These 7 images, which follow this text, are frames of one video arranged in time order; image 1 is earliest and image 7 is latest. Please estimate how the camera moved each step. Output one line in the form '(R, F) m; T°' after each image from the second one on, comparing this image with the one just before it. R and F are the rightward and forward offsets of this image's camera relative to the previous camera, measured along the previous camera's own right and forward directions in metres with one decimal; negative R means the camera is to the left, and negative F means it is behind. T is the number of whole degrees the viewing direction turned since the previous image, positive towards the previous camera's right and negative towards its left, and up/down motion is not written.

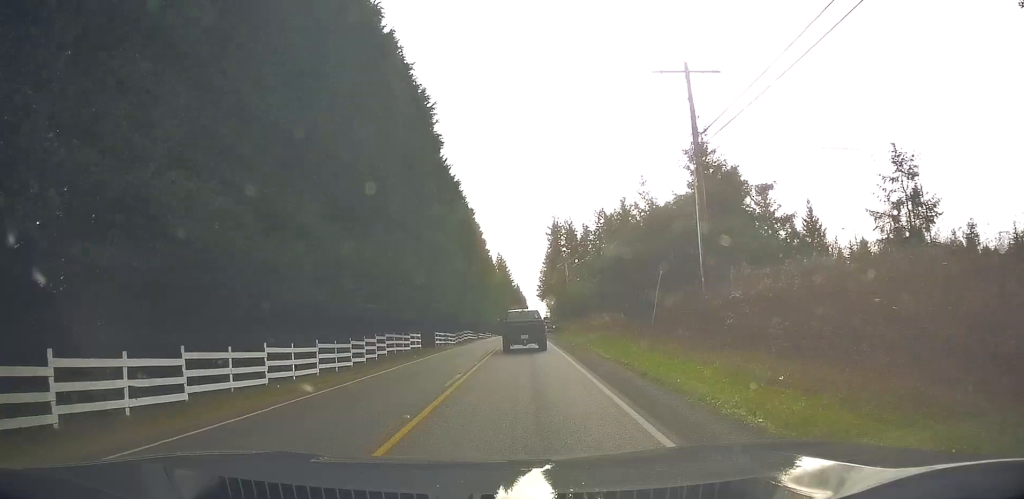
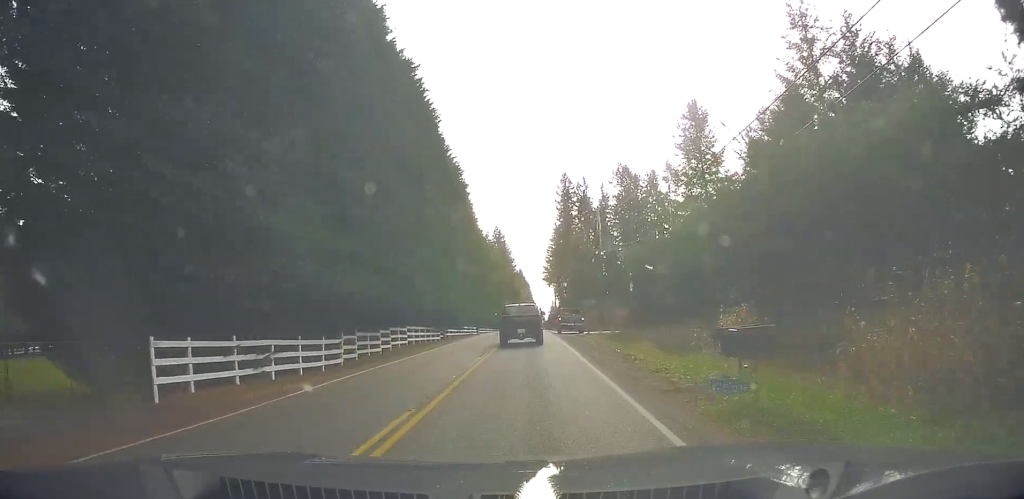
(-0.7, +46.0) m; -1°
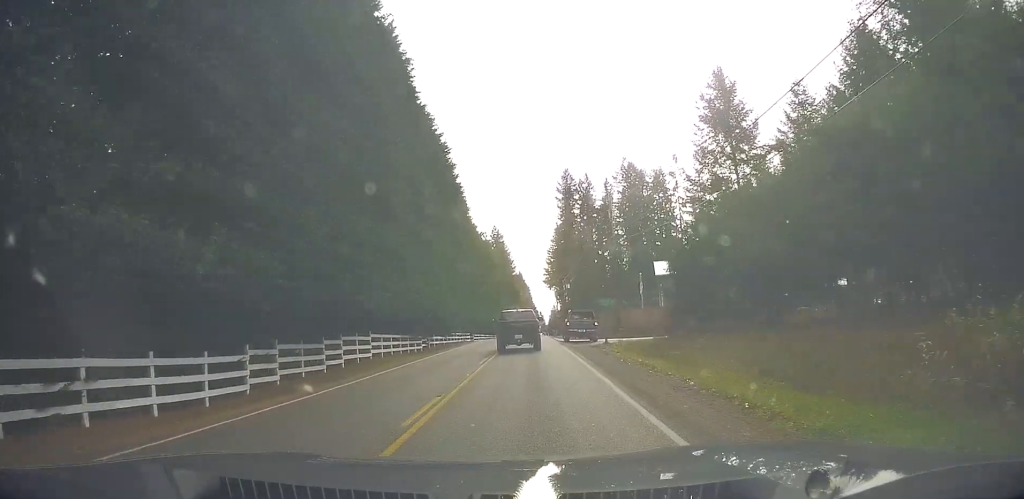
(+0.2, +9.9) m; -1°
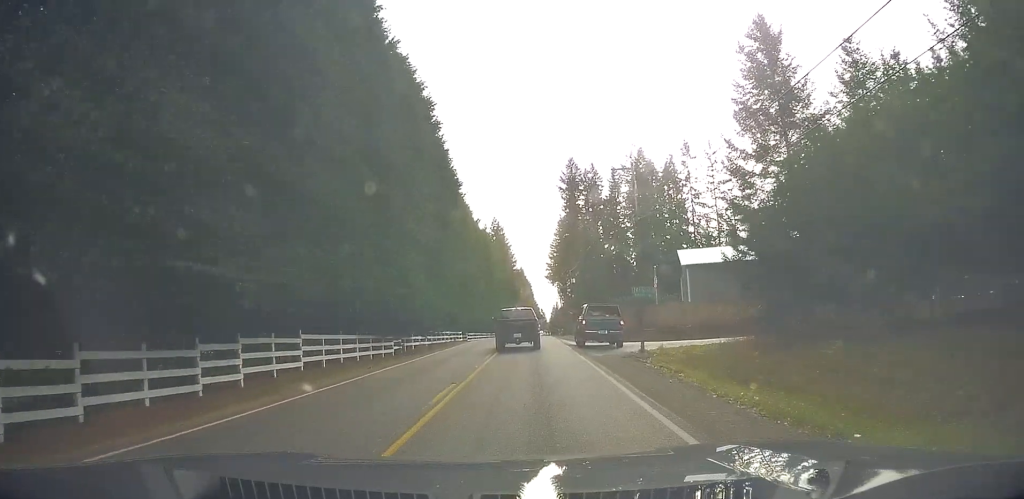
(+0.2, +10.5) m; -1°
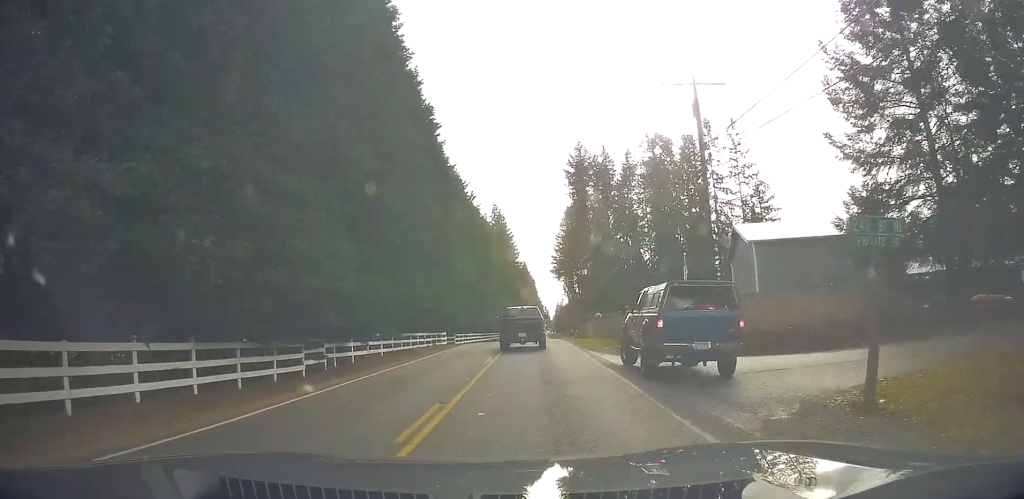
(-0.6, +15.5) m; 0°
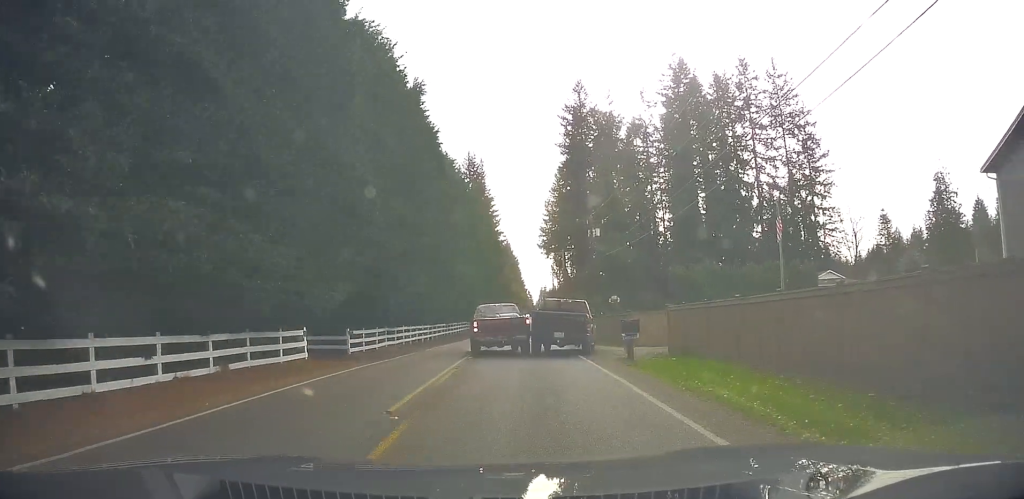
(+0.2, +31.0) m; +2°
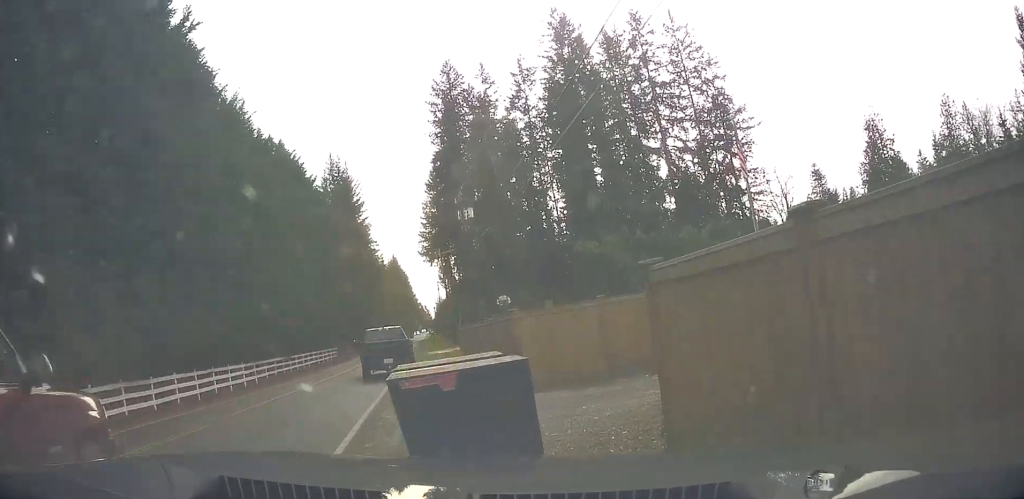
(+1.2, +20.2) m; +7°
